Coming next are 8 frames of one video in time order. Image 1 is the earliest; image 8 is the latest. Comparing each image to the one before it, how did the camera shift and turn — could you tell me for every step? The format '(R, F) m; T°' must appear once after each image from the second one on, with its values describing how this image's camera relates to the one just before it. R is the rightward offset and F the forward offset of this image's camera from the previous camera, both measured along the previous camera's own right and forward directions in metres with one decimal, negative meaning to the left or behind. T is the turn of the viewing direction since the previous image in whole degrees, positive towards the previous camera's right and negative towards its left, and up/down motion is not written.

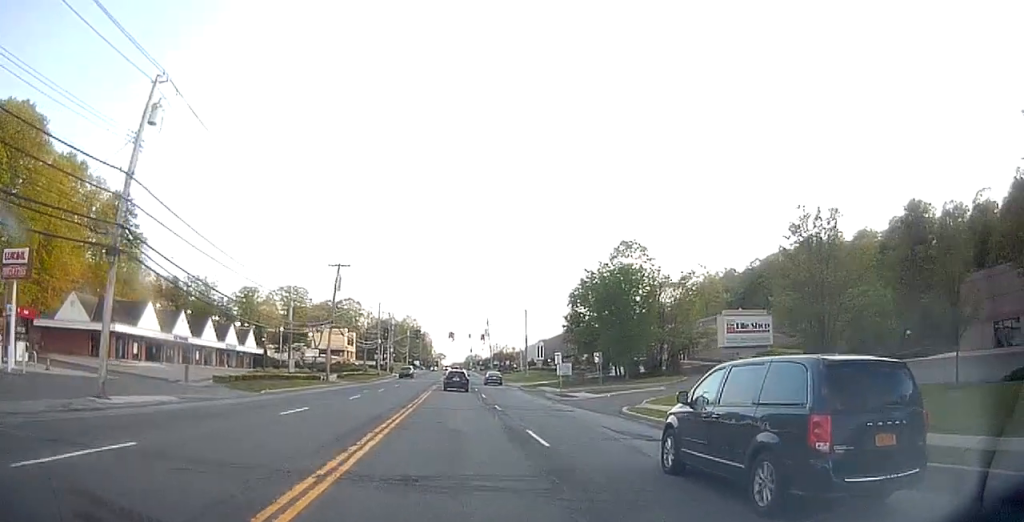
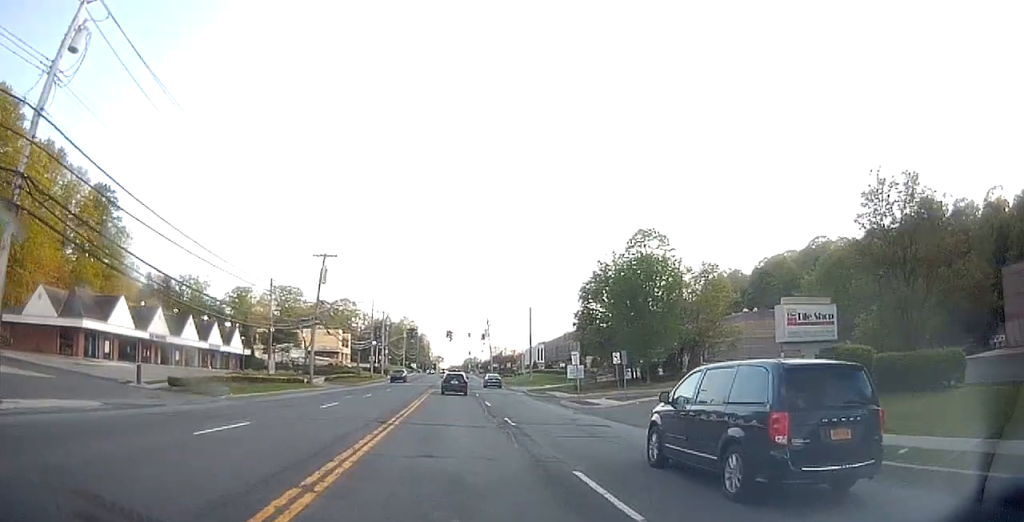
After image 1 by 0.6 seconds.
(-0.1, +6.7) m; 0°
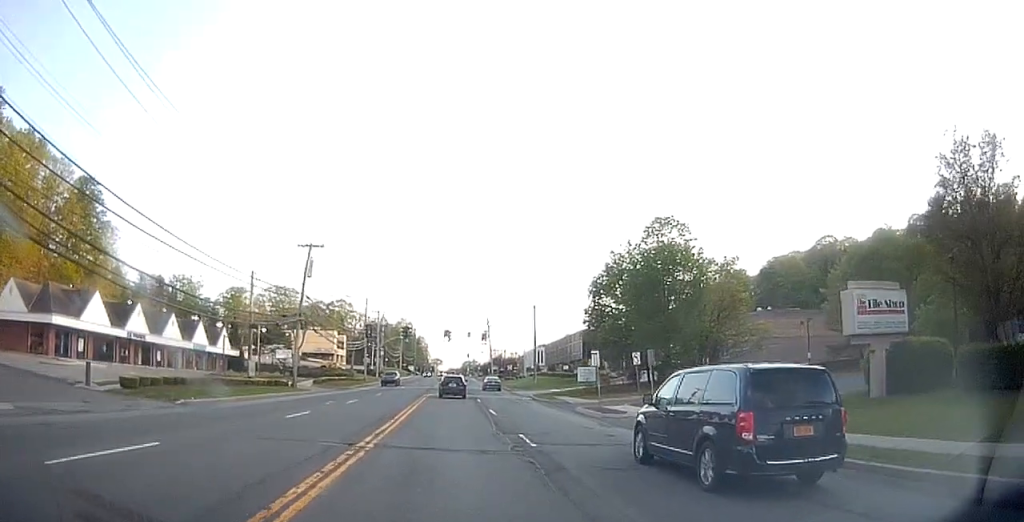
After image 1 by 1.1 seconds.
(0.0, +5.5) m; +1°
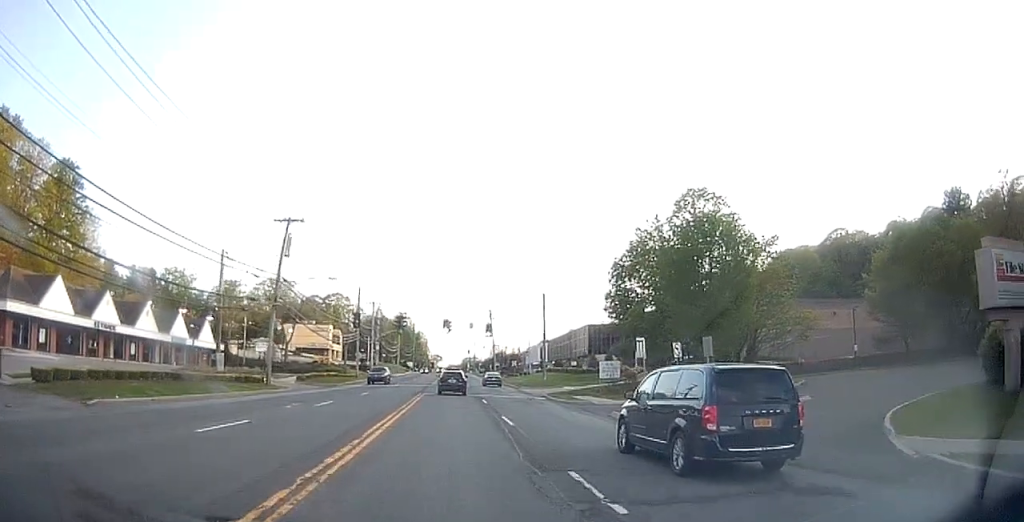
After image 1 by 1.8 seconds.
(+0.1, +7.6) m; +1°
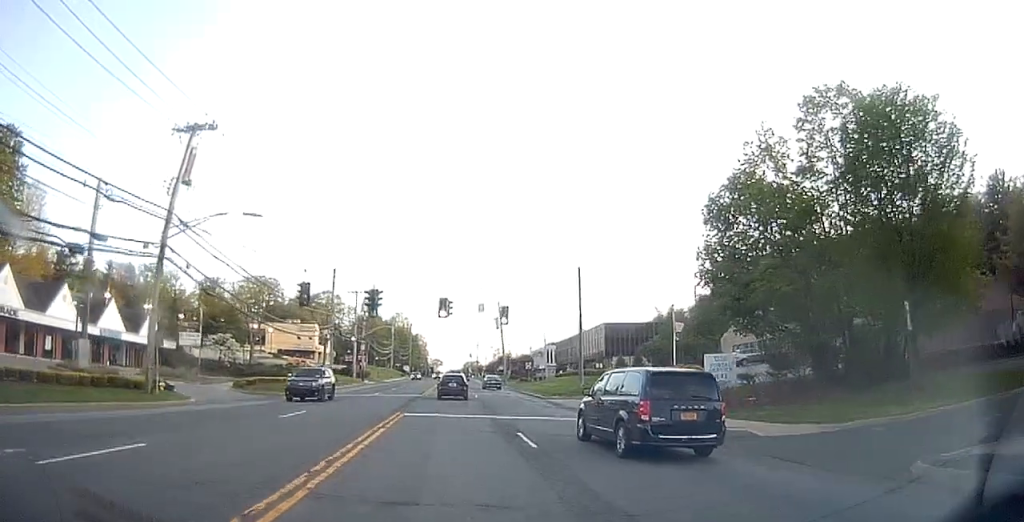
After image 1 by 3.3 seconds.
(+0.3, +18.4) m; 0°
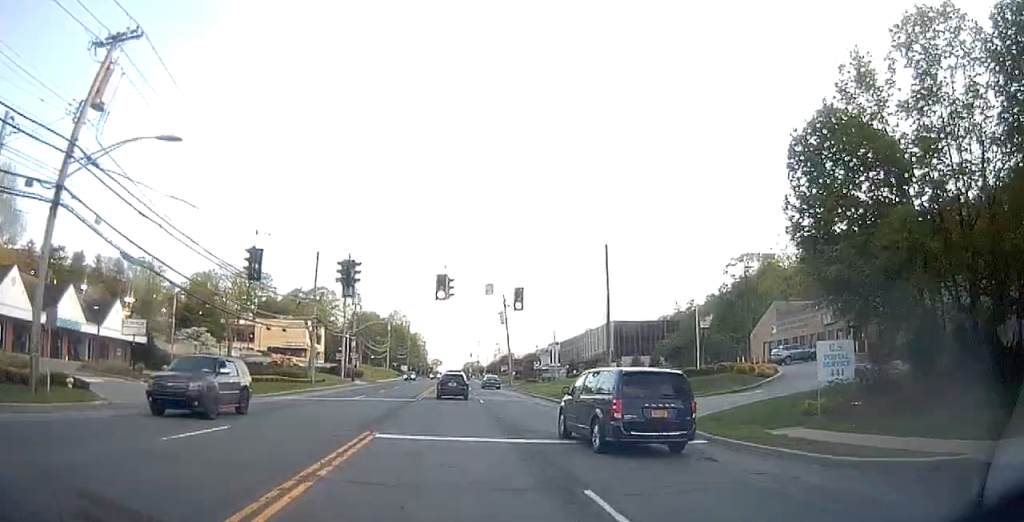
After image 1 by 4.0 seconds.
(-0.1, +8.7) m; -1°
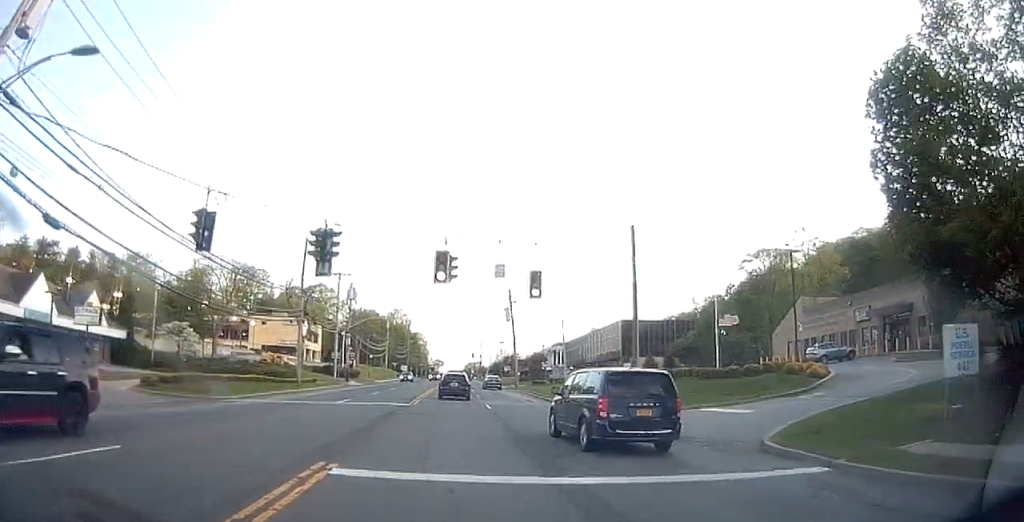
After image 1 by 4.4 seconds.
(0.0, +5.5) m; 0°
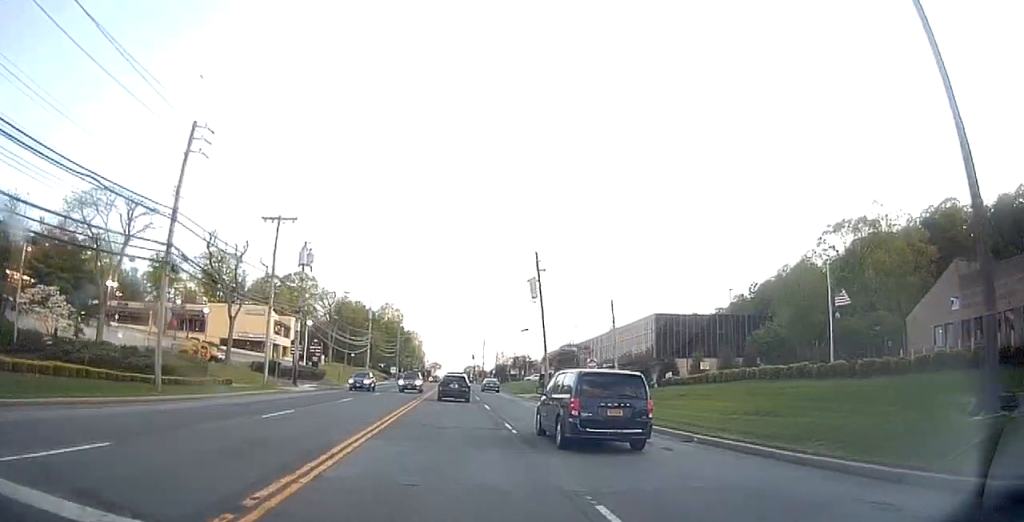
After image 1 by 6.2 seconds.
(-0.4, +24.4) m; -1°
